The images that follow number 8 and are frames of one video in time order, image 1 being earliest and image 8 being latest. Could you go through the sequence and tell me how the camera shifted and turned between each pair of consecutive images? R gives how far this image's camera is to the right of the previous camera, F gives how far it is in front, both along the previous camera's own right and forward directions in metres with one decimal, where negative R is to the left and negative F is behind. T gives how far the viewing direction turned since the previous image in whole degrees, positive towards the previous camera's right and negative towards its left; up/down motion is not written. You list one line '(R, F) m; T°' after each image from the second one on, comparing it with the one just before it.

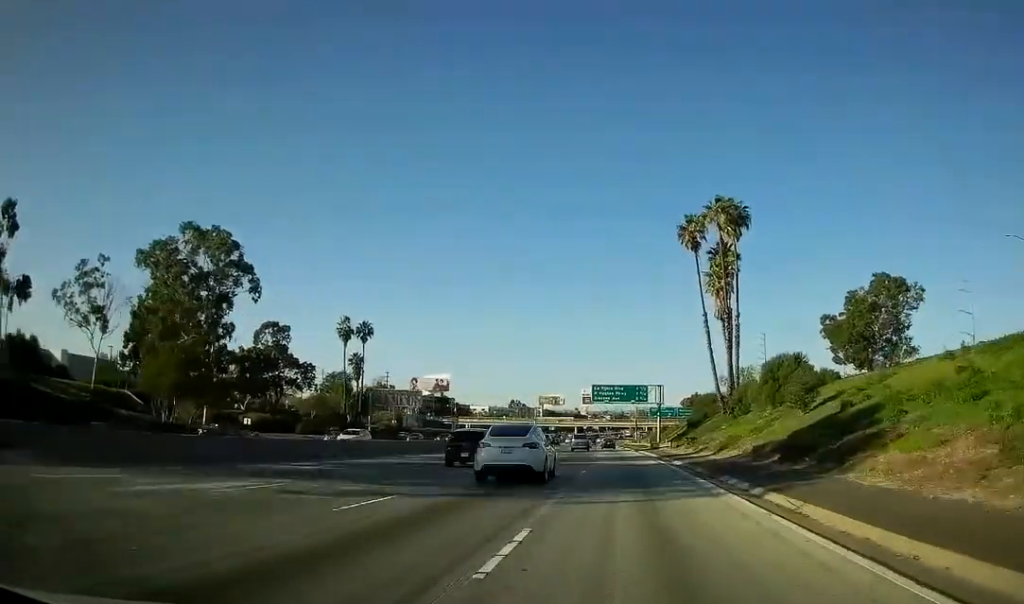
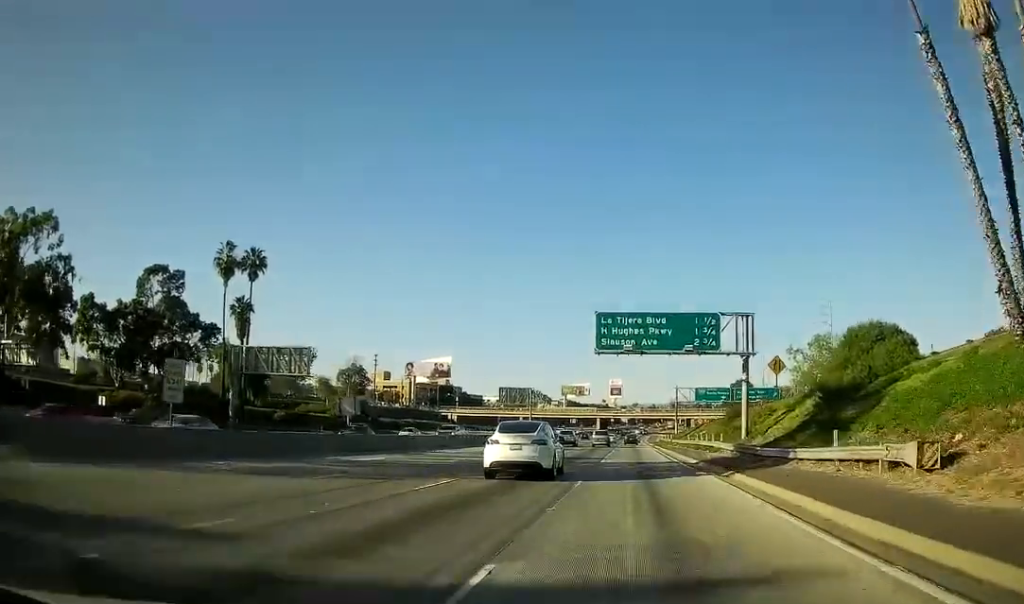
(-1.9, +52.9) m; -2°
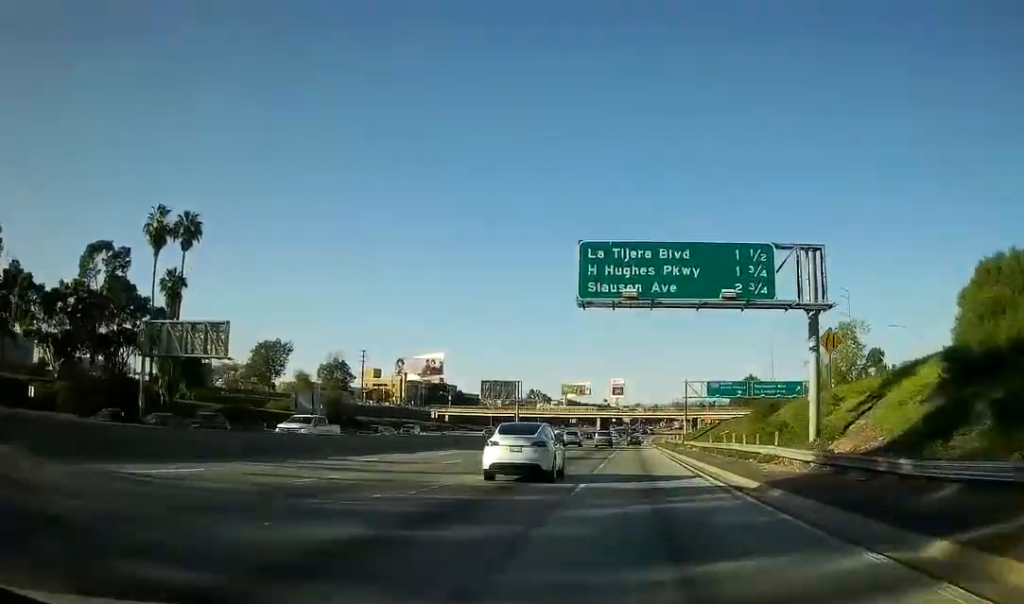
(+0.1, +15.9) m; 0°
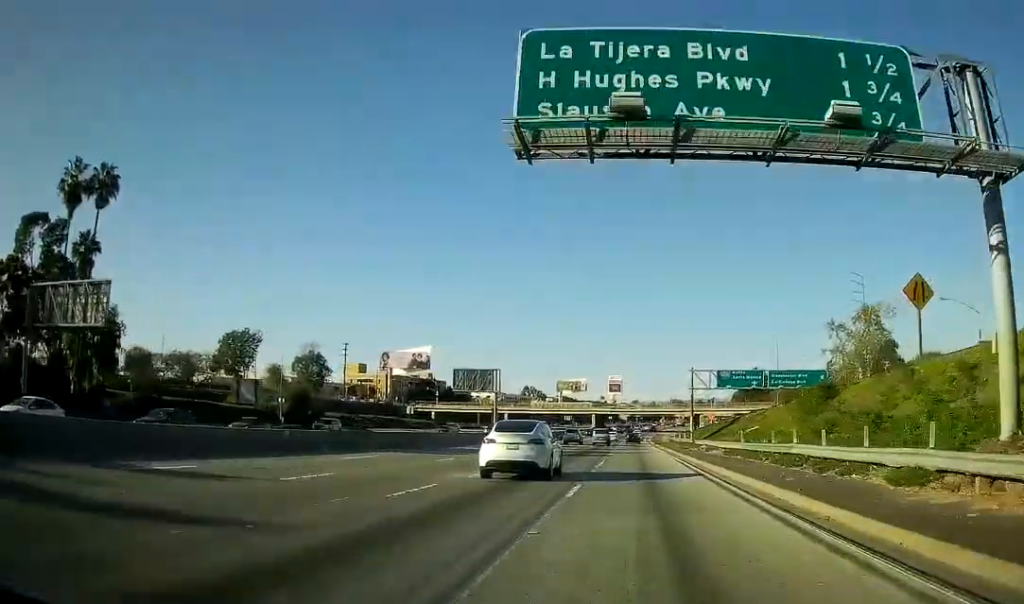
(-0.1, +16.0) m; 0°
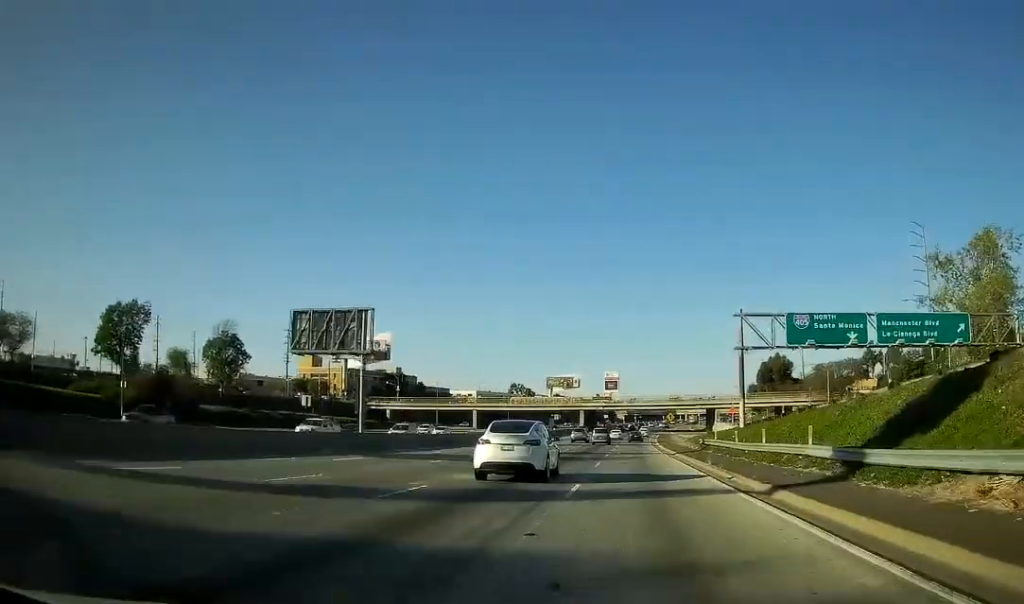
(-0.1, +44.2) m; 0°
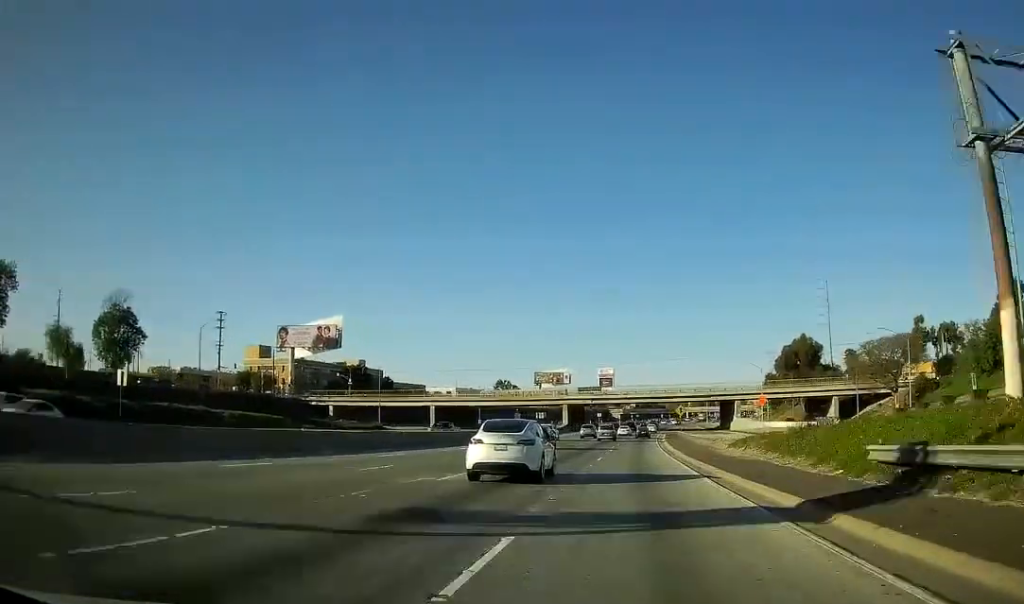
(+0.1, +38.7) m; 0°
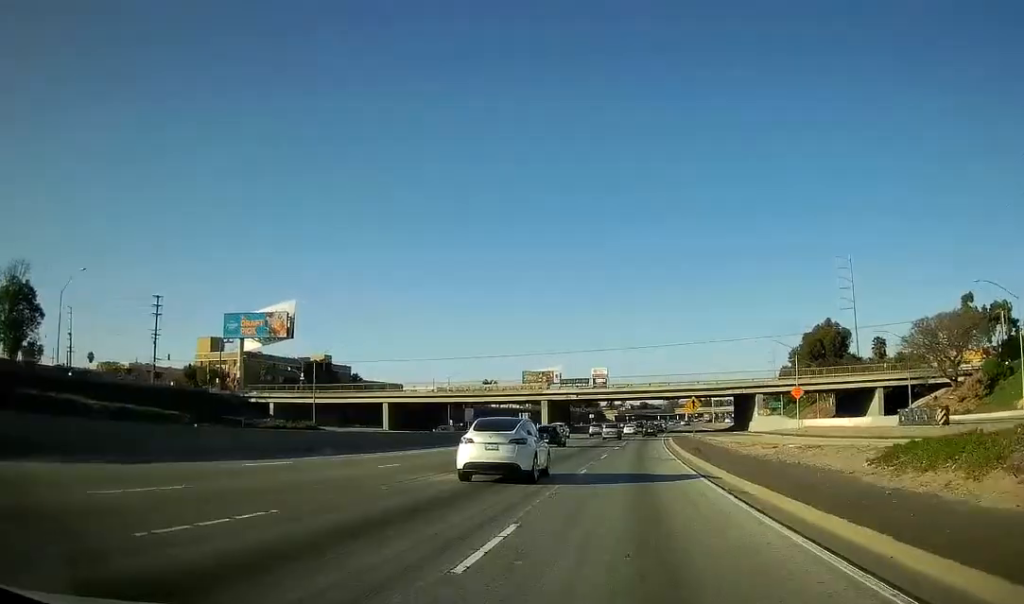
(0.0, +26.5) m; 0°
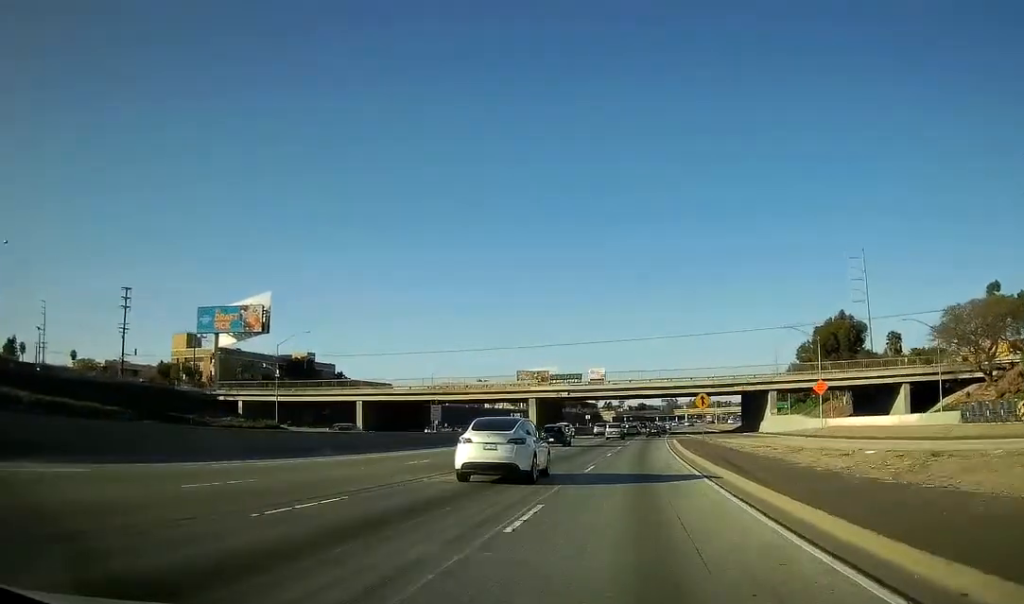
(0.0, +12.3) m; 0°
